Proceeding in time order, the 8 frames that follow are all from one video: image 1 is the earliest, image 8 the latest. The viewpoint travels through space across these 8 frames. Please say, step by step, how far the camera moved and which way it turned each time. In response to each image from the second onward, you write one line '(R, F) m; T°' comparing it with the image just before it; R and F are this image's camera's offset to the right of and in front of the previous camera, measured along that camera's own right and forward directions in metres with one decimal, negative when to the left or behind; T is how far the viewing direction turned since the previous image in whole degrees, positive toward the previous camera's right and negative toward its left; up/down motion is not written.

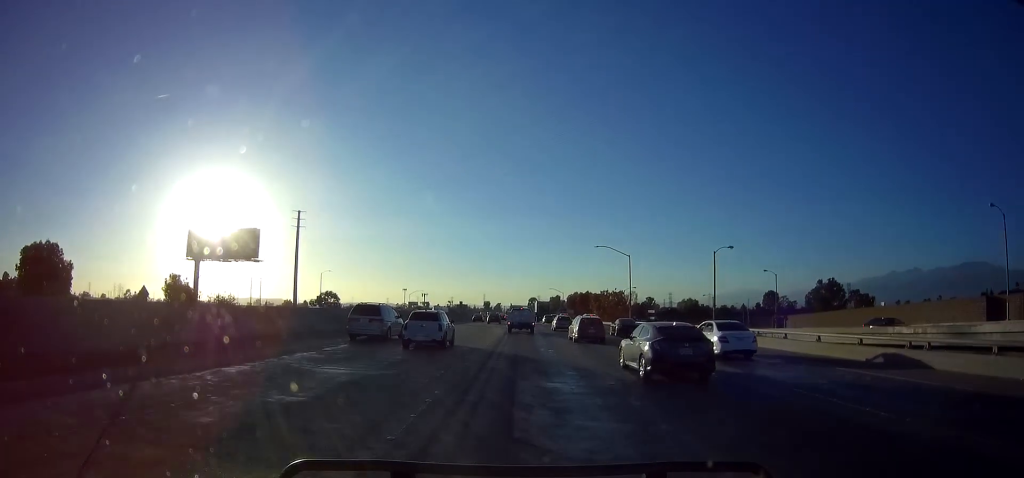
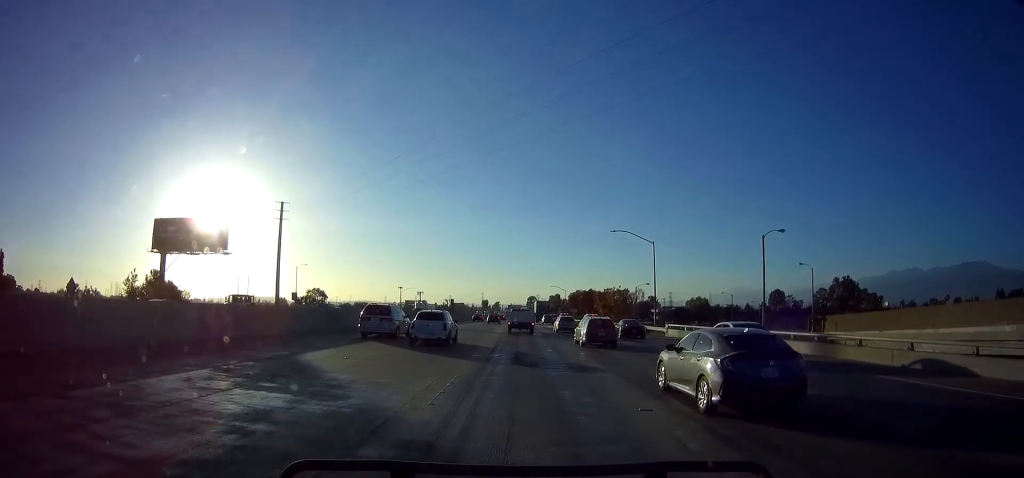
(-0.1, +12.1) m; 0°
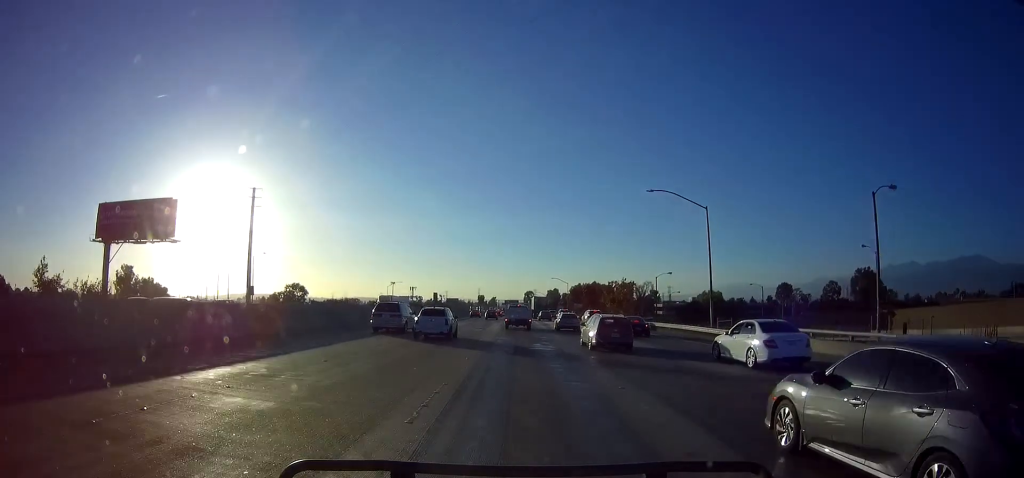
(0.0, +16.1) m; +1°
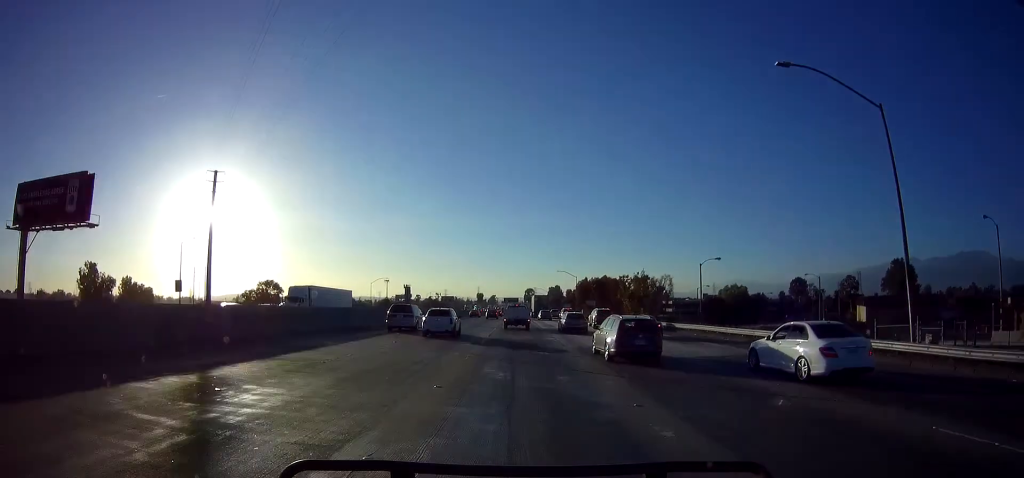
(+0.4, +19.8) m; +1°
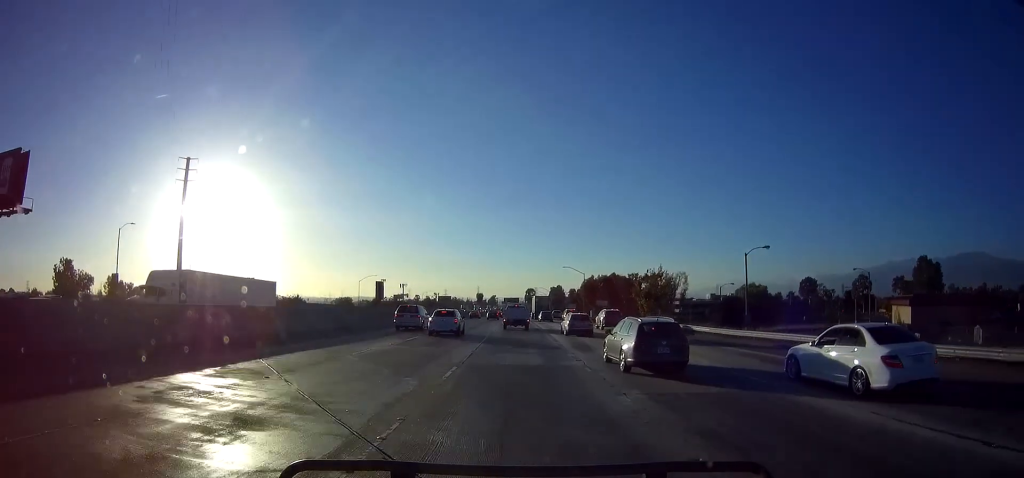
(0.0, +12.3) m; -1°
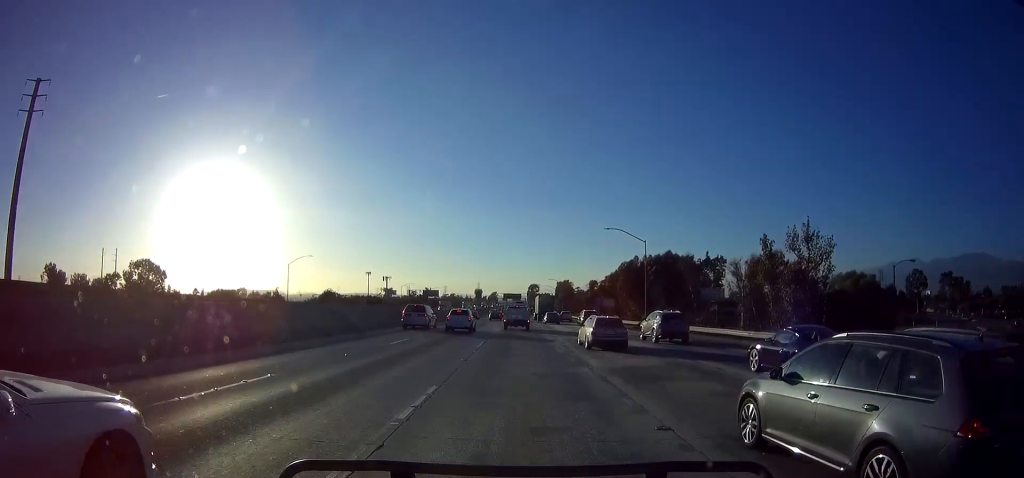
(-0.1, +47.4) m; +1°
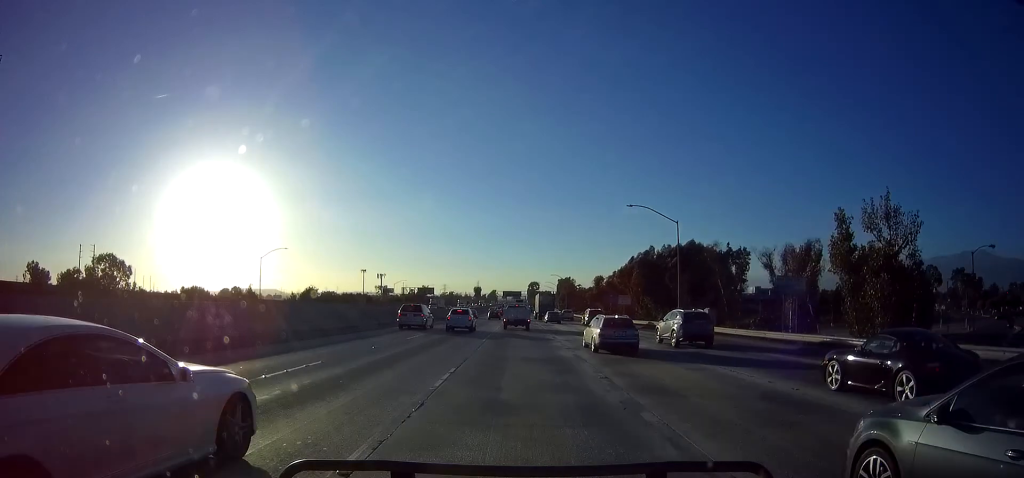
(0.0, +11.3) m; 0°
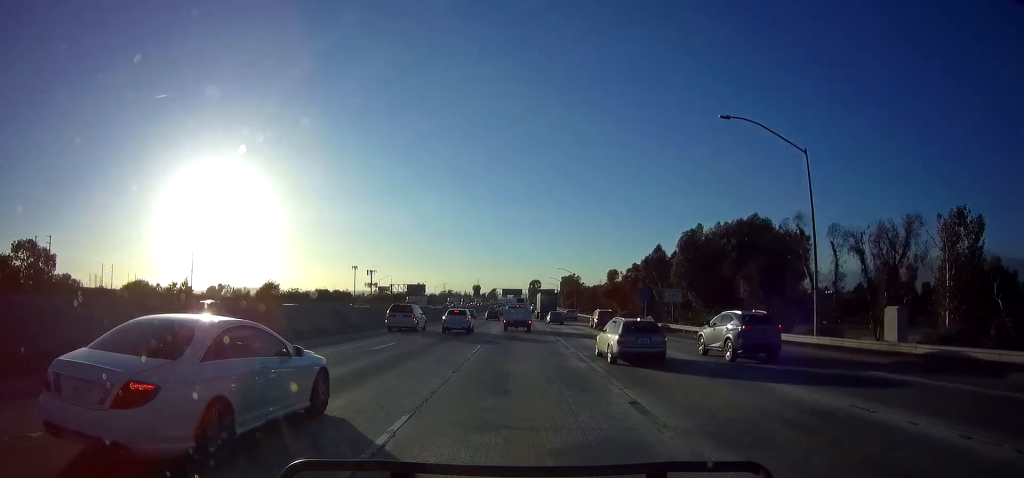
(+0.2, +20.4) m; -1°
